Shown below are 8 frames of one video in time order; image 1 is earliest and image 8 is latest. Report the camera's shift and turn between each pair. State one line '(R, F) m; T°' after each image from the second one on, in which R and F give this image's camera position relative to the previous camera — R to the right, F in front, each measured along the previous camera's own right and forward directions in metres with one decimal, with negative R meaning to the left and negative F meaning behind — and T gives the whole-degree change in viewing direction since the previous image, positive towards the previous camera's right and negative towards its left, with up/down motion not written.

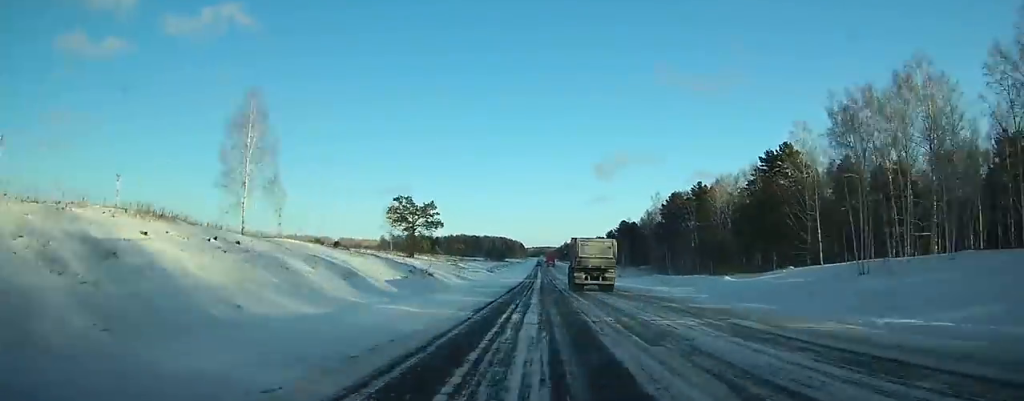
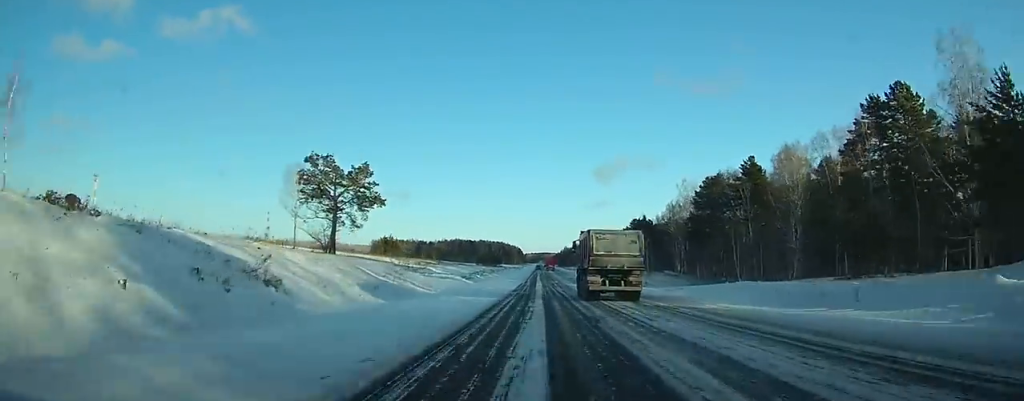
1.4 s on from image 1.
(-0.1, +34.9) m; 0°
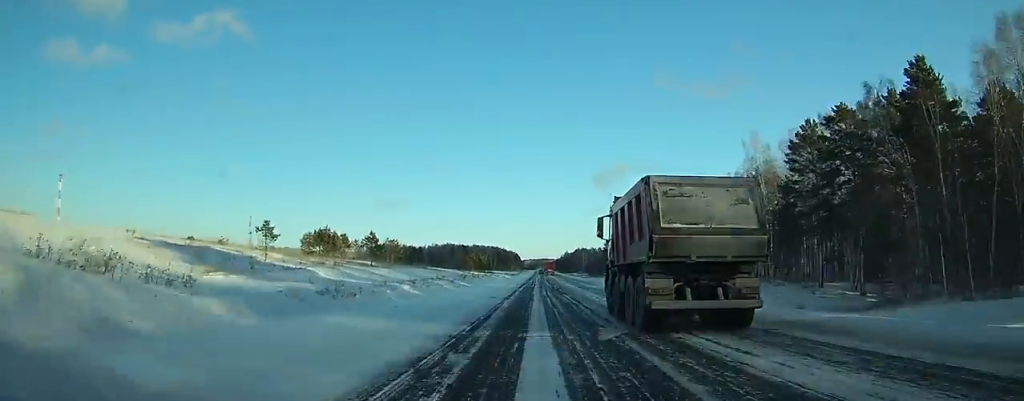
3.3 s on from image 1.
(+0.2, +50.2) m; 0°
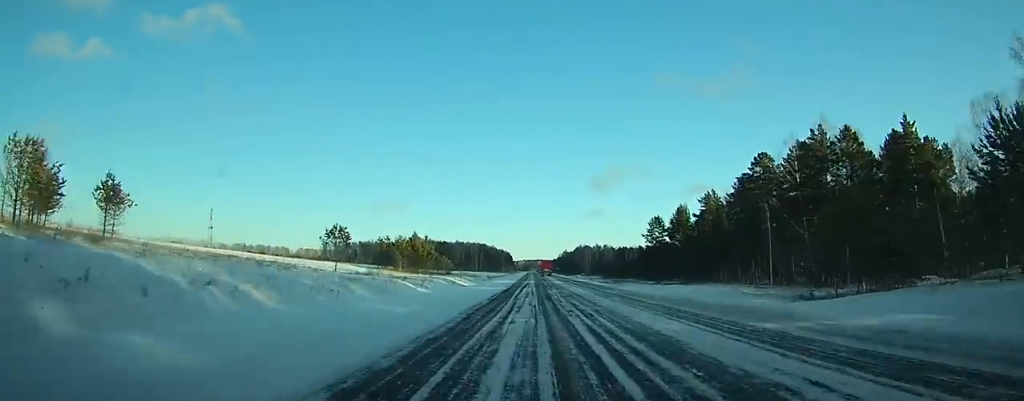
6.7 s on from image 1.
(-0.3, +88.8) m; 0°
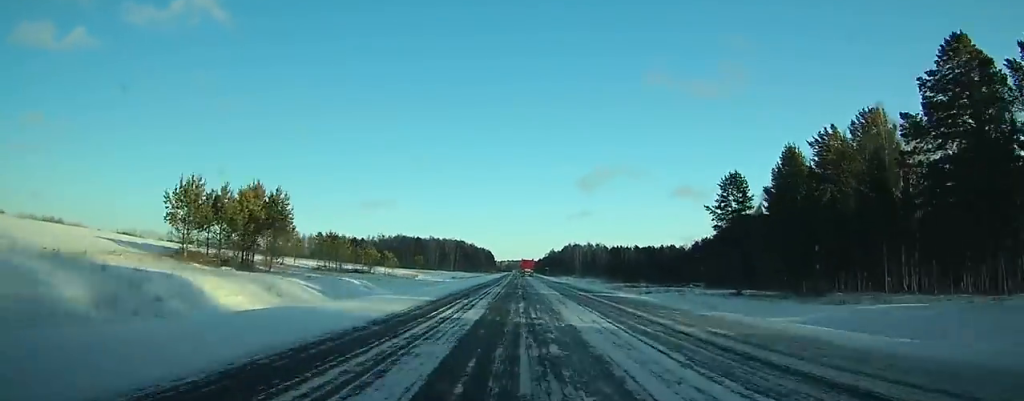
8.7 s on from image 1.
(+0.3, +54.4) m; +1°
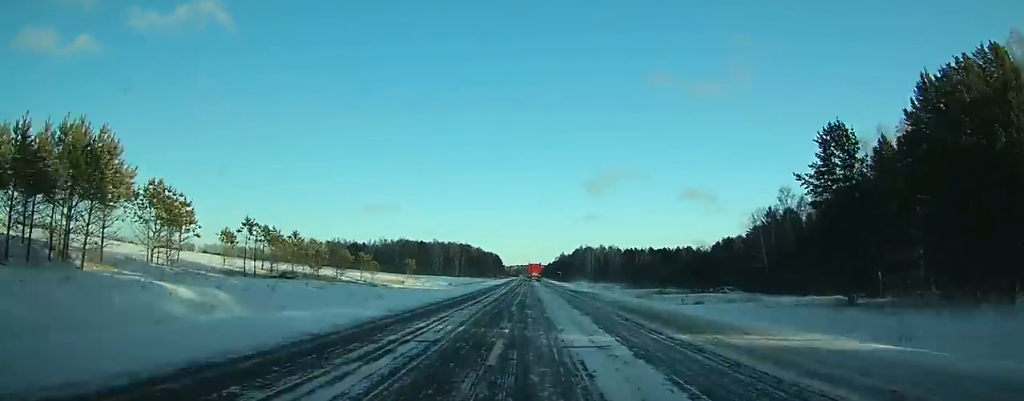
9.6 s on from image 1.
(+0.1, +22.5) m; 0°
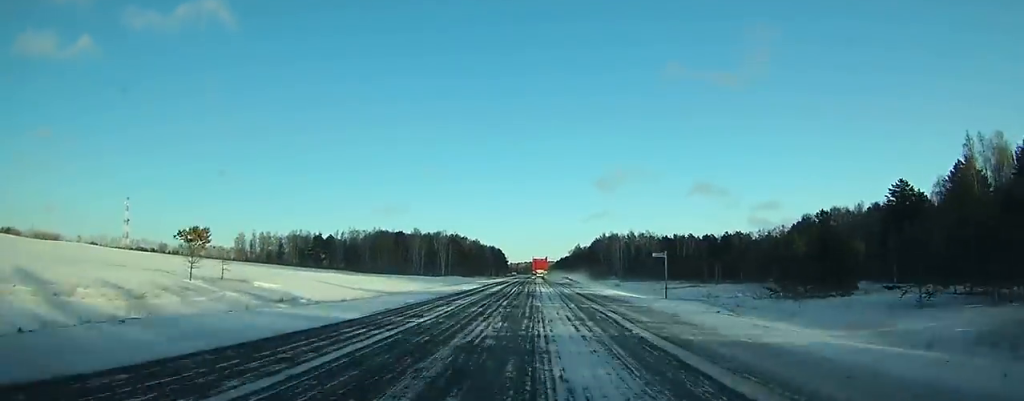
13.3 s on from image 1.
(-0.5, +93.8) m; -1°
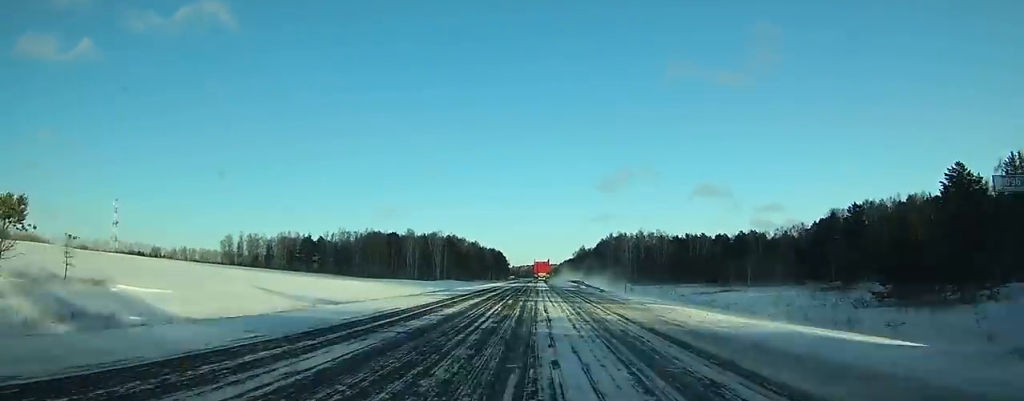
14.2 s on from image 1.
(-0.1, +21.2) m; 0°
